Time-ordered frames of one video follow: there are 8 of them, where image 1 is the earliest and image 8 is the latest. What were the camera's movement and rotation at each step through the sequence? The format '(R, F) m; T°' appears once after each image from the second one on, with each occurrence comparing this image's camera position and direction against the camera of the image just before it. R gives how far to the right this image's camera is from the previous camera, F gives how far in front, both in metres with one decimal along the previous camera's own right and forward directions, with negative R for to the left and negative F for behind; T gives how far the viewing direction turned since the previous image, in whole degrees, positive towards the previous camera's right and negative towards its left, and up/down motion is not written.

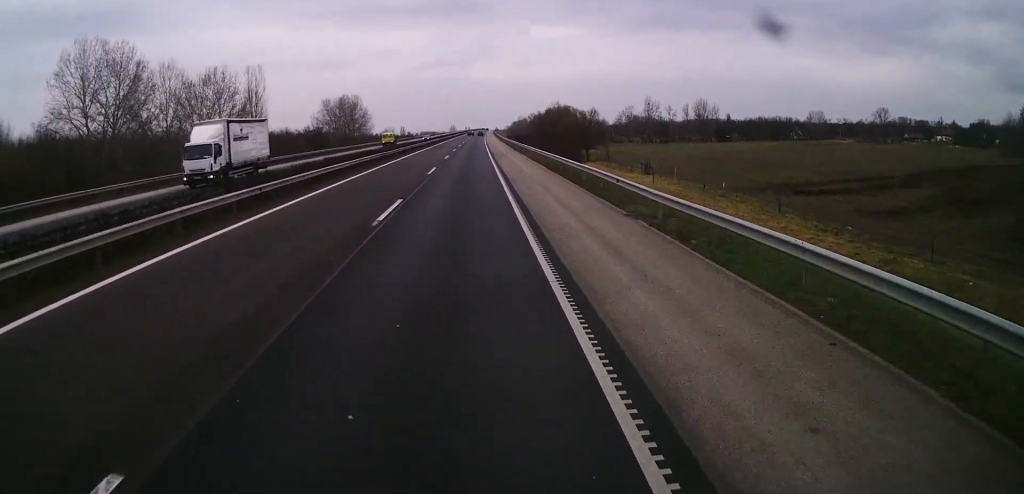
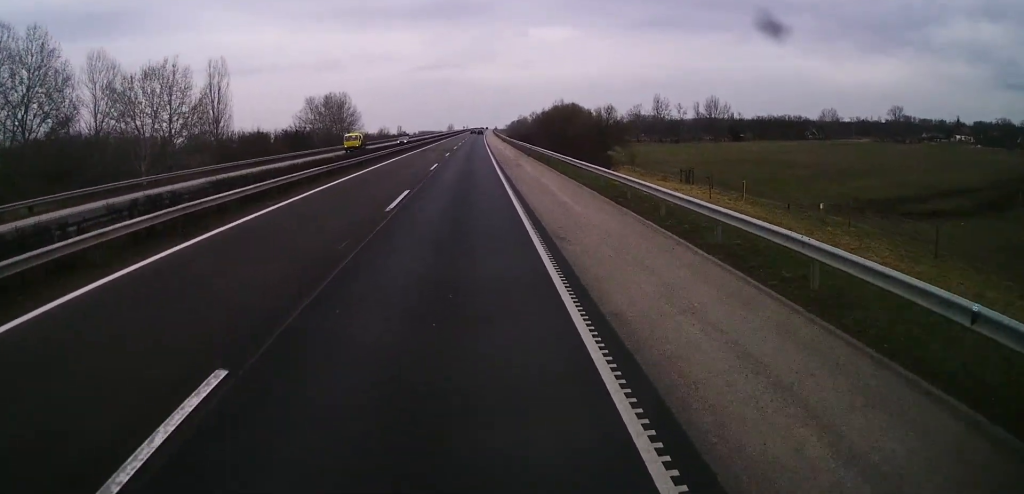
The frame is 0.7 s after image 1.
(0.0, +16.0) m; 0°
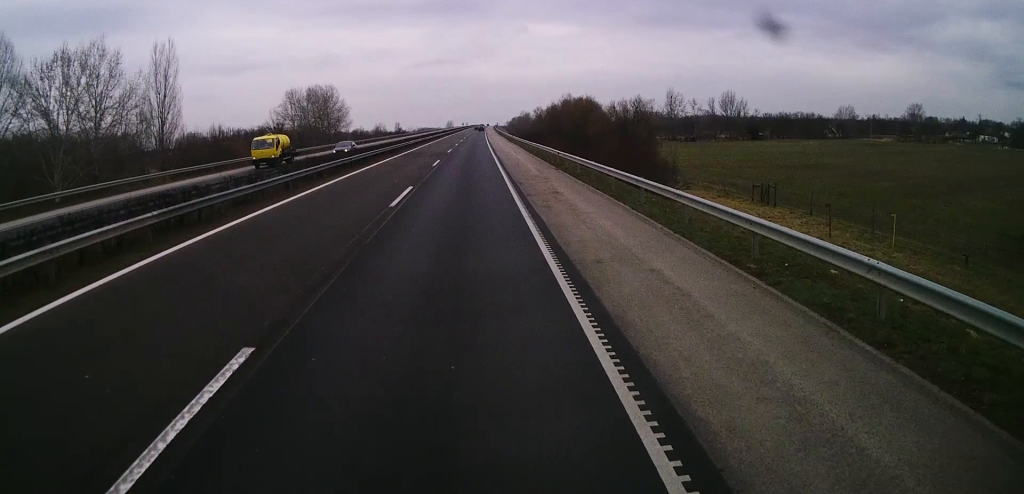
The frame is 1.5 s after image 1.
(0.0, +17.6) m; 0°
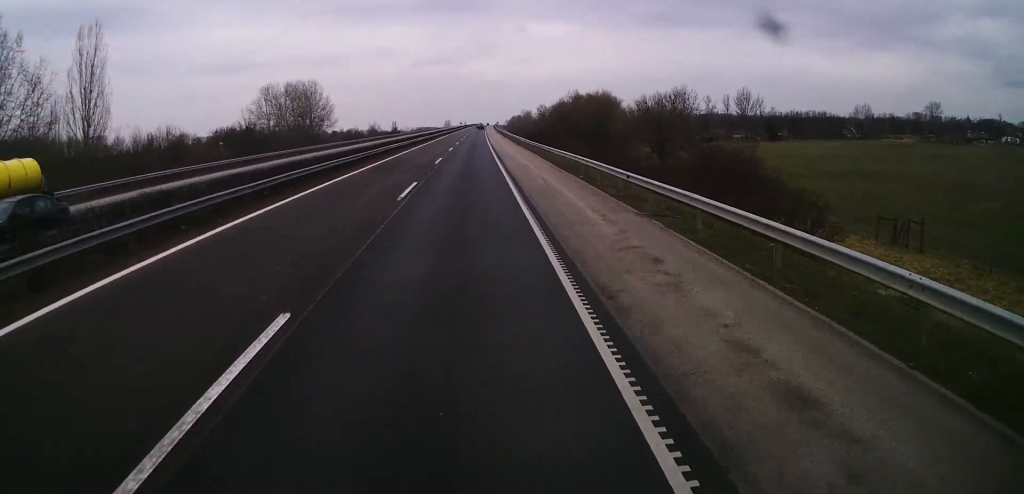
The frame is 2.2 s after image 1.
(0.0, +16.8) m; +1°
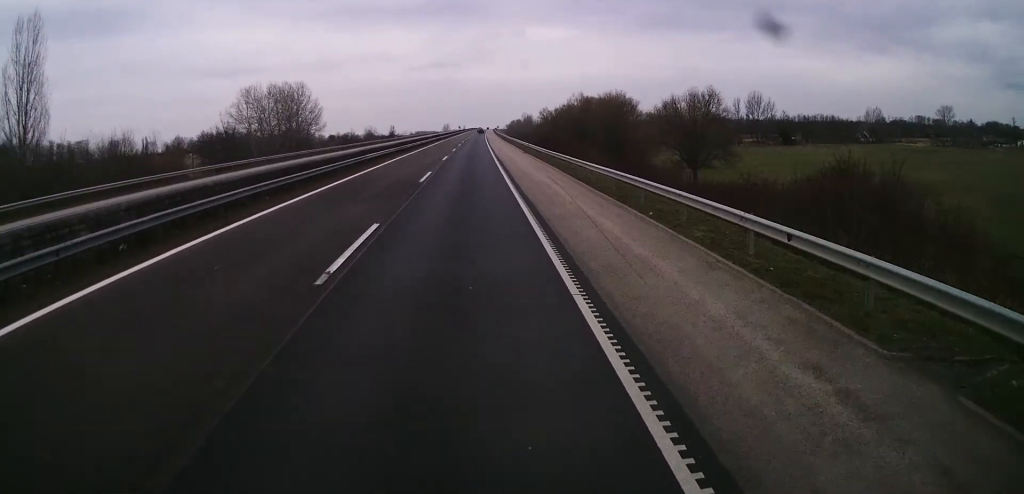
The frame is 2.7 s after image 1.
(+0.1, +10.7) m; 0°
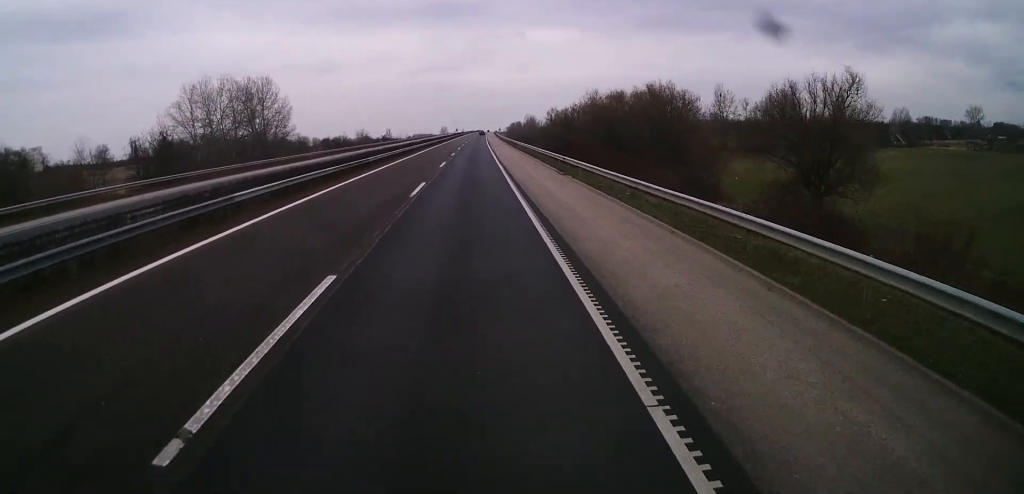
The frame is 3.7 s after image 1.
(+0.1, +23.8) m; 0°
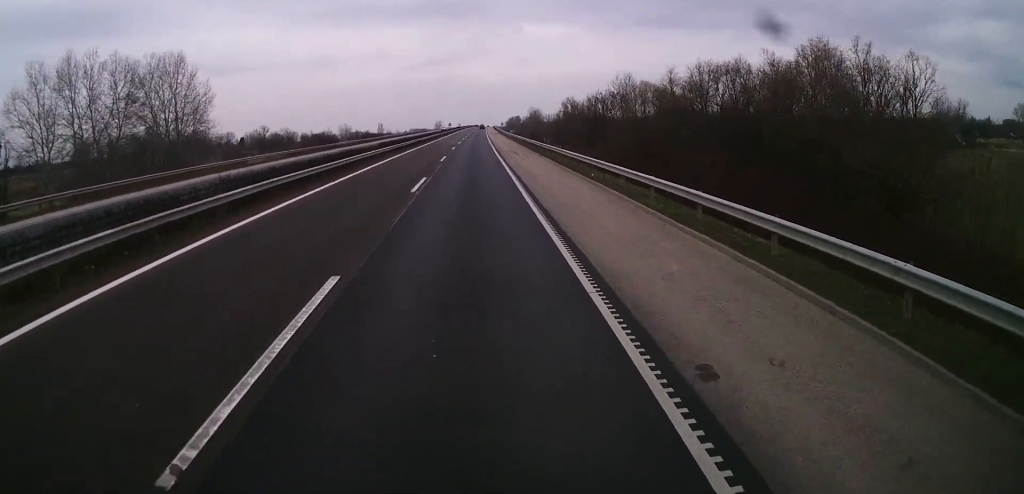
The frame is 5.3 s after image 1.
(+0.1, +37.0) m; 0°
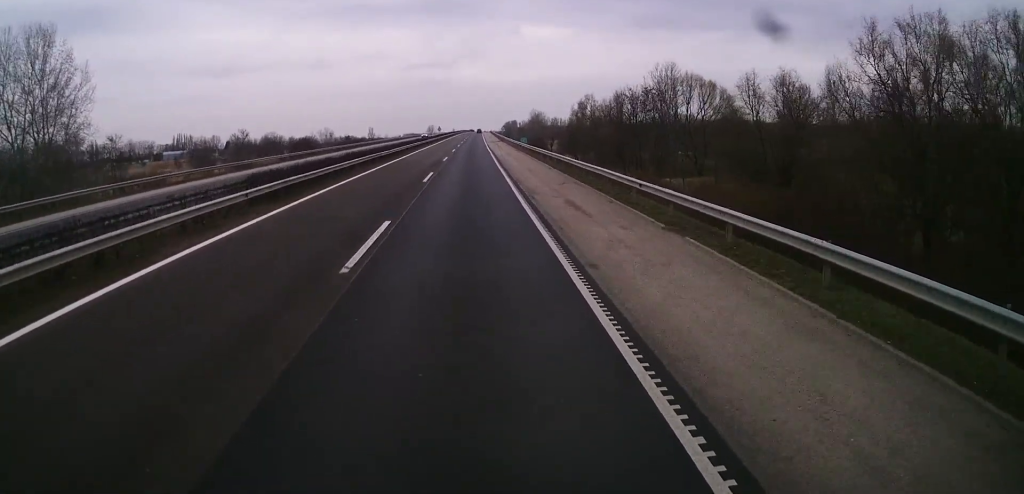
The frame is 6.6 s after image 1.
(-0.2, +30.1) m; 0°
